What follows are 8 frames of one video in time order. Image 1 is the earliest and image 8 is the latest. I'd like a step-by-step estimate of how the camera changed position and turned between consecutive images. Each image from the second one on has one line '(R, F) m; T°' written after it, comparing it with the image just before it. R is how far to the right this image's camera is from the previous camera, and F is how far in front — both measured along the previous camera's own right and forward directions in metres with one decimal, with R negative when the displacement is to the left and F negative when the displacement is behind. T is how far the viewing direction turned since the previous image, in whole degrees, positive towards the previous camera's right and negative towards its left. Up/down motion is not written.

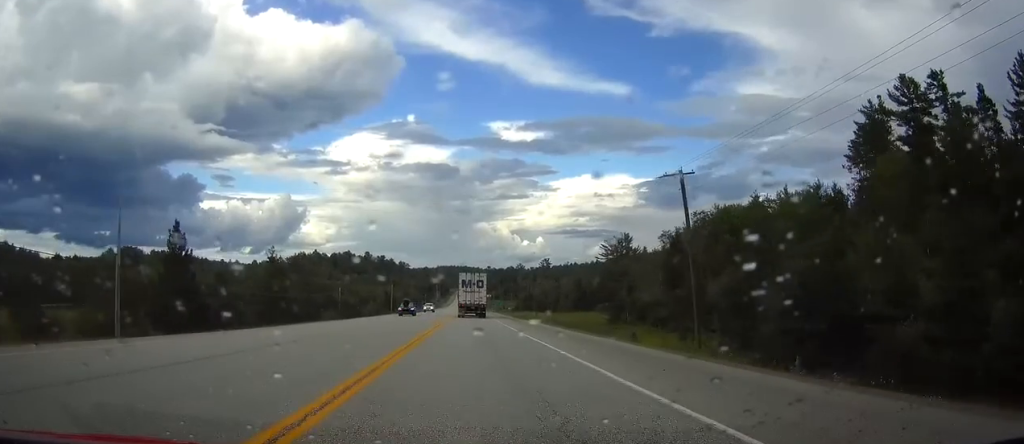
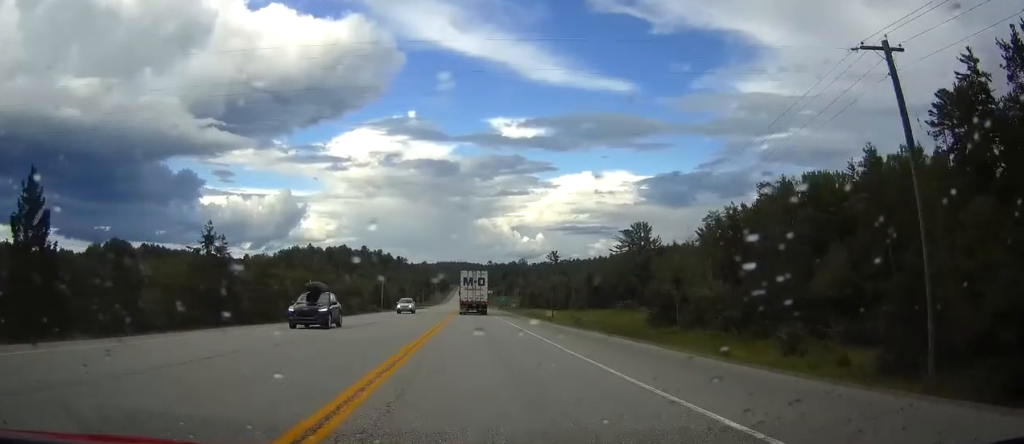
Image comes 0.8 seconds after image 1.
(-0.1, +23.8) m; 0°
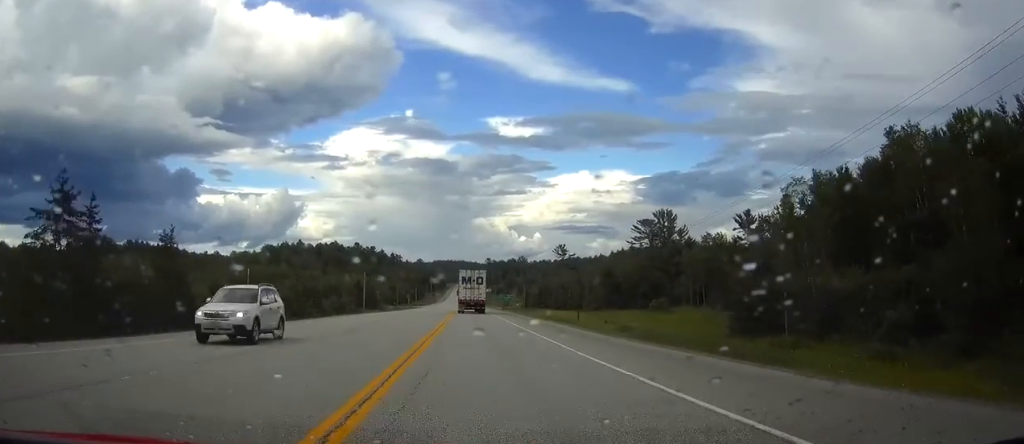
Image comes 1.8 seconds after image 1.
(+0.1, +27.9) m; 0°
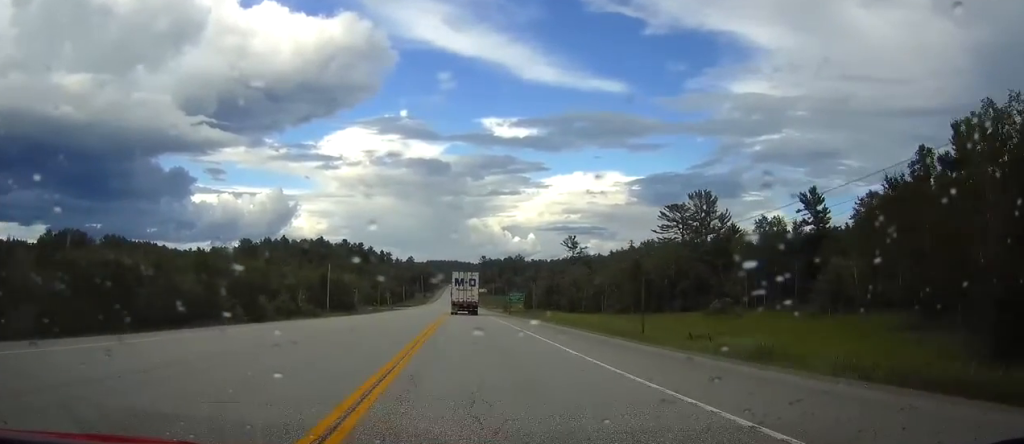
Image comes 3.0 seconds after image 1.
(+0.1, +34.1) m; 0°
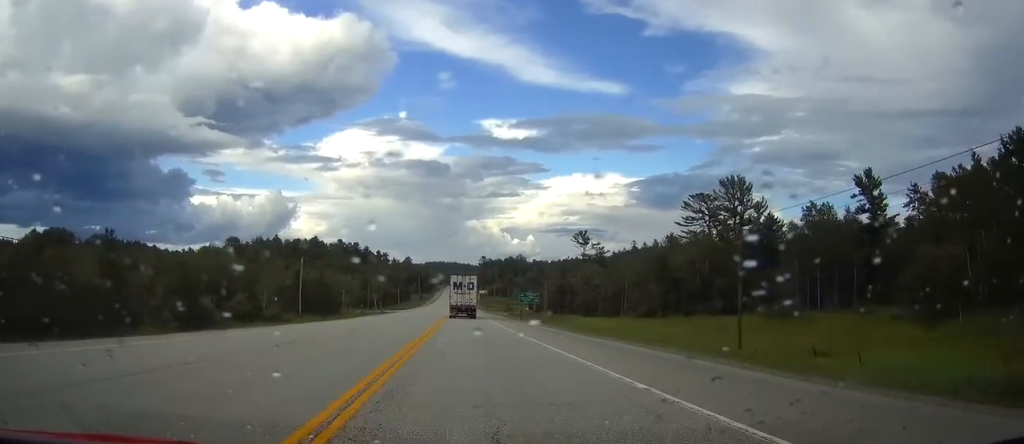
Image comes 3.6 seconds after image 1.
(0.0, +19.6) m; 0°
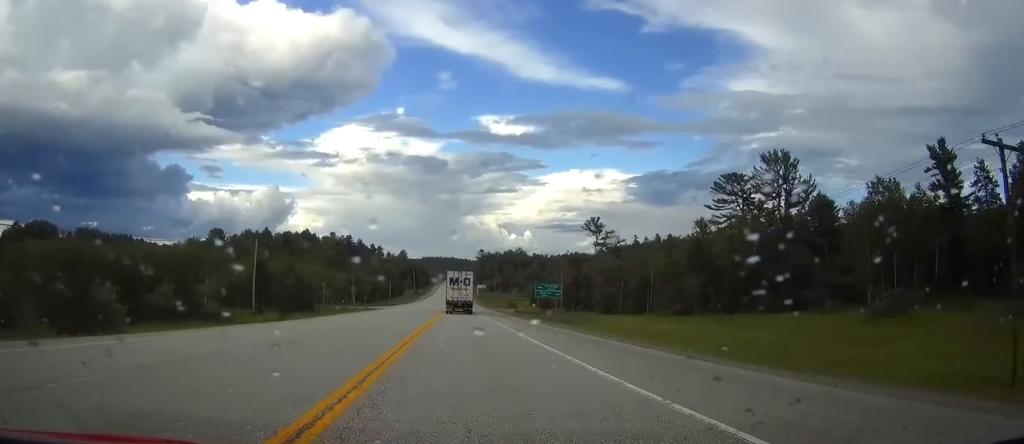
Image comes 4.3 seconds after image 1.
(0.0, +20.8) m; 0°
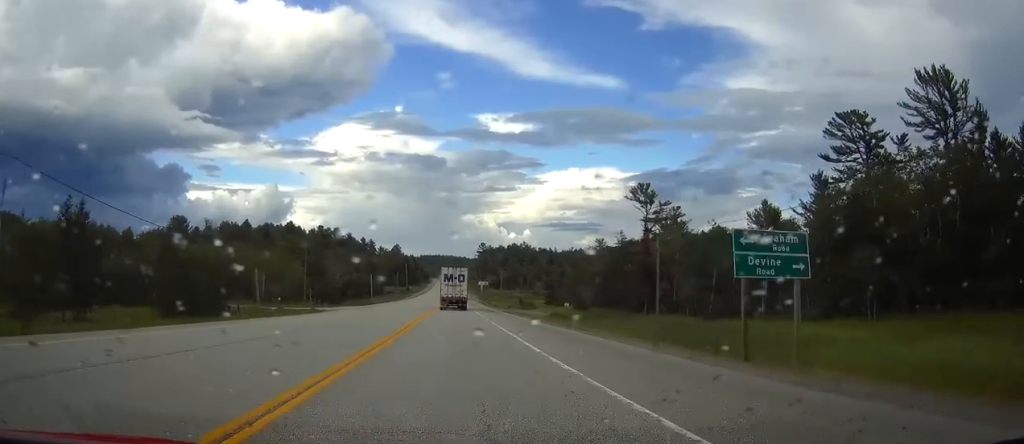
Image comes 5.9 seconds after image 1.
(+0.2, +45.8) m; 0°
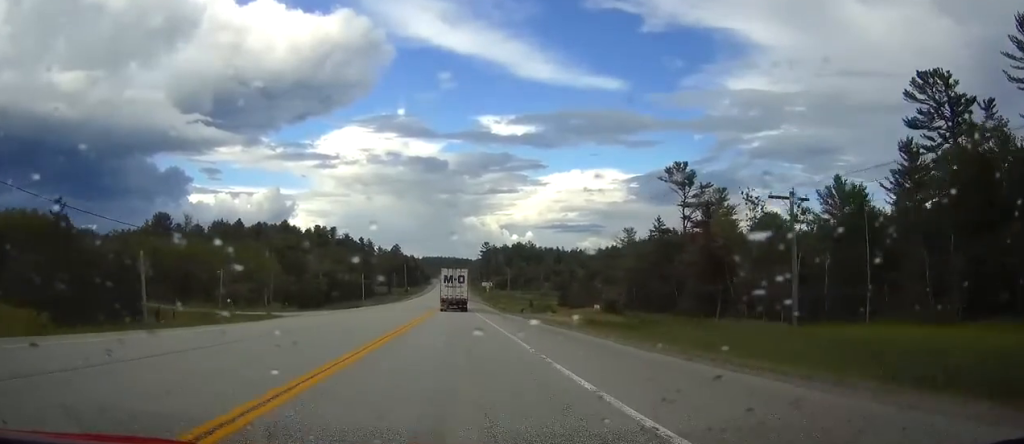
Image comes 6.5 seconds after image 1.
(0.0, +19.9) m; 0°
